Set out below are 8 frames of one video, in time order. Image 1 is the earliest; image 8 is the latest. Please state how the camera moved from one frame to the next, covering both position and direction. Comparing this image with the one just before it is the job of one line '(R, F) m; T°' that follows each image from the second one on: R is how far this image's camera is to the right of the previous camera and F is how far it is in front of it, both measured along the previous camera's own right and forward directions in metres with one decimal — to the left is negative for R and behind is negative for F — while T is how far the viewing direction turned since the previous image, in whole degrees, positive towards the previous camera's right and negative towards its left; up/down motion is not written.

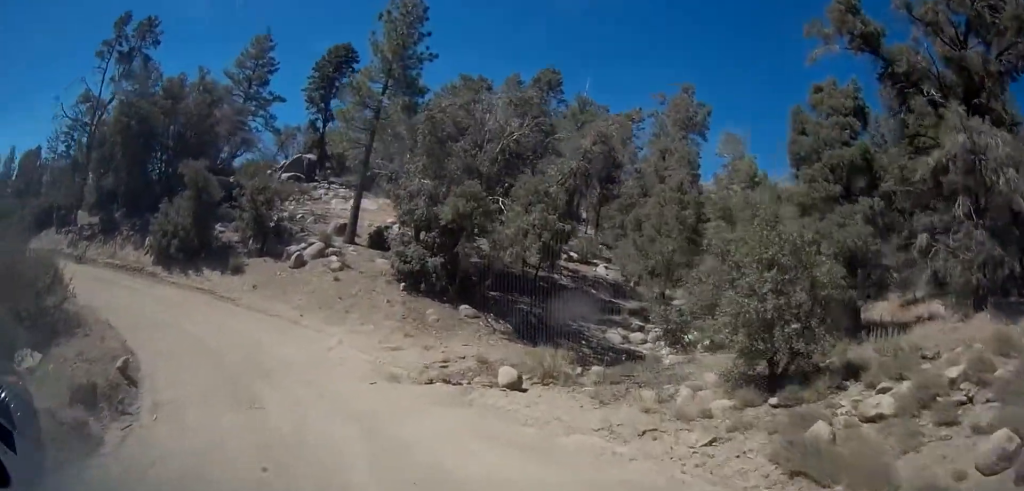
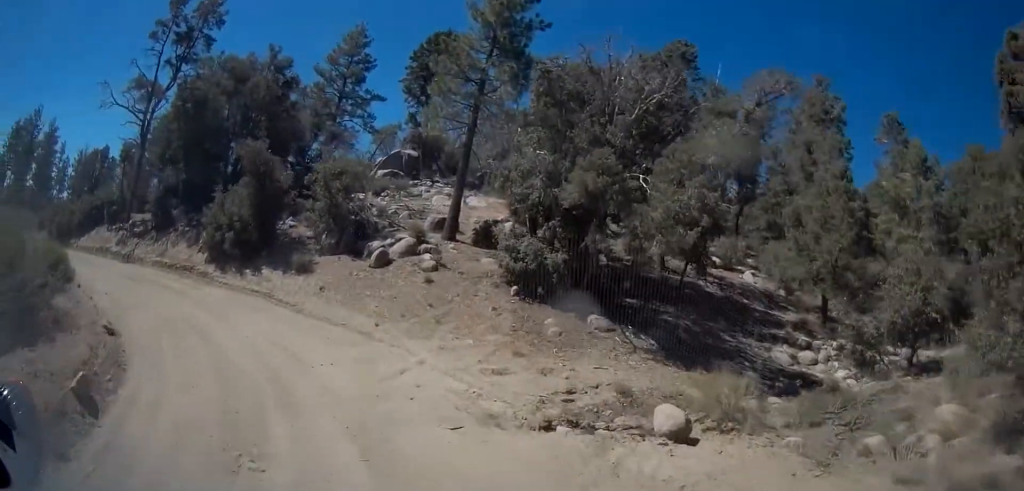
(-0.2, +3.9) m; -13°
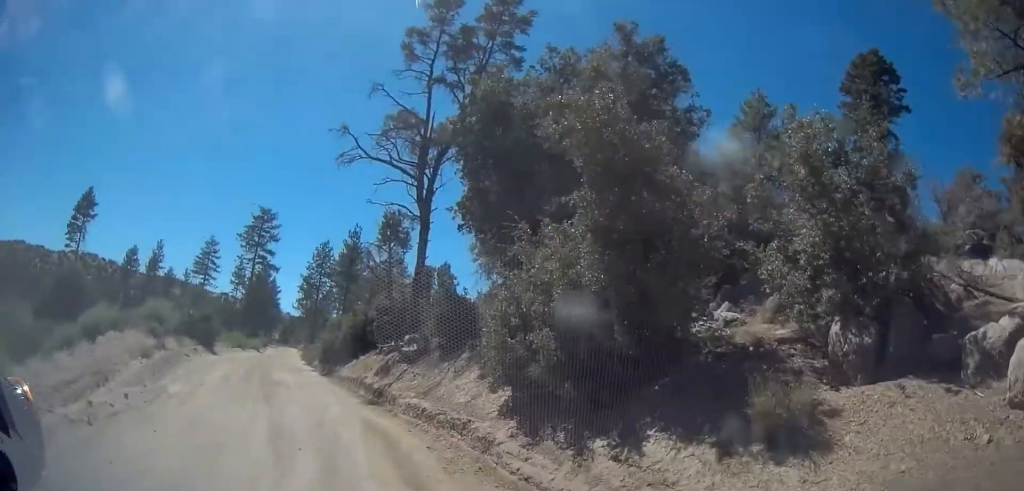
(-4.9, +11.2) m; -40°
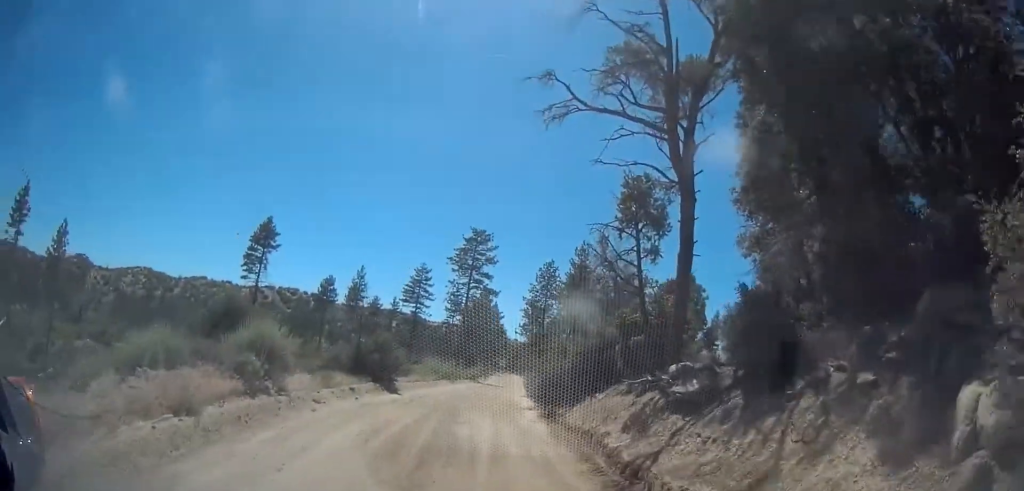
(-1.0, +6.4) m; -18°
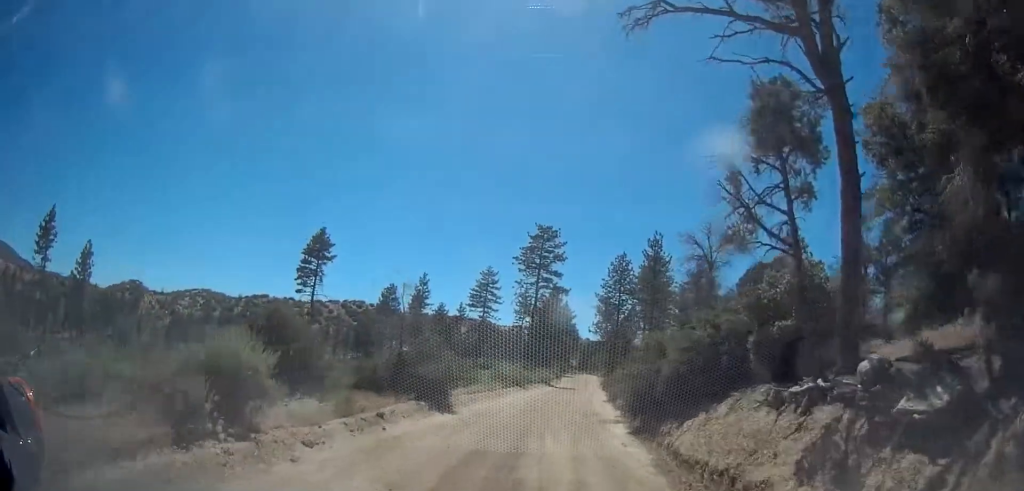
(-0.4, +4.2) m; -7°
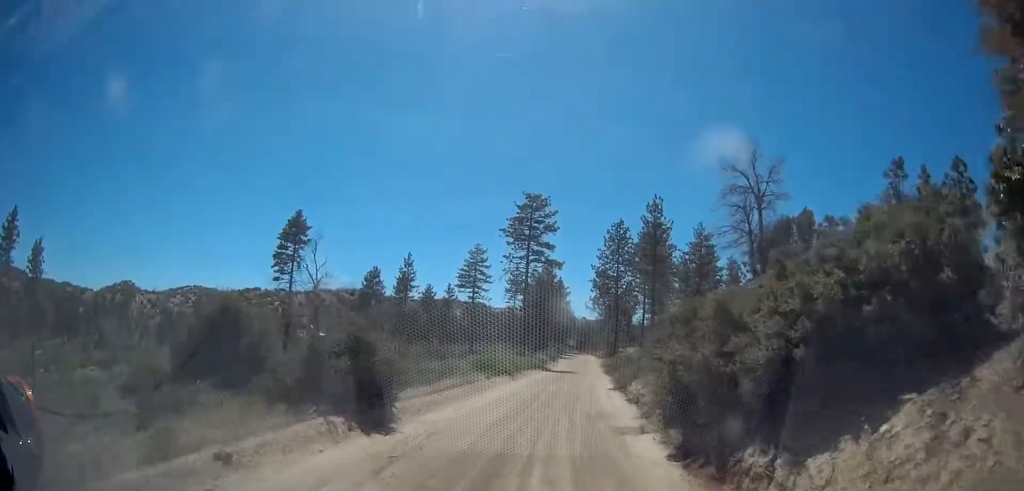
(-0.3, +6.1) m; 0°
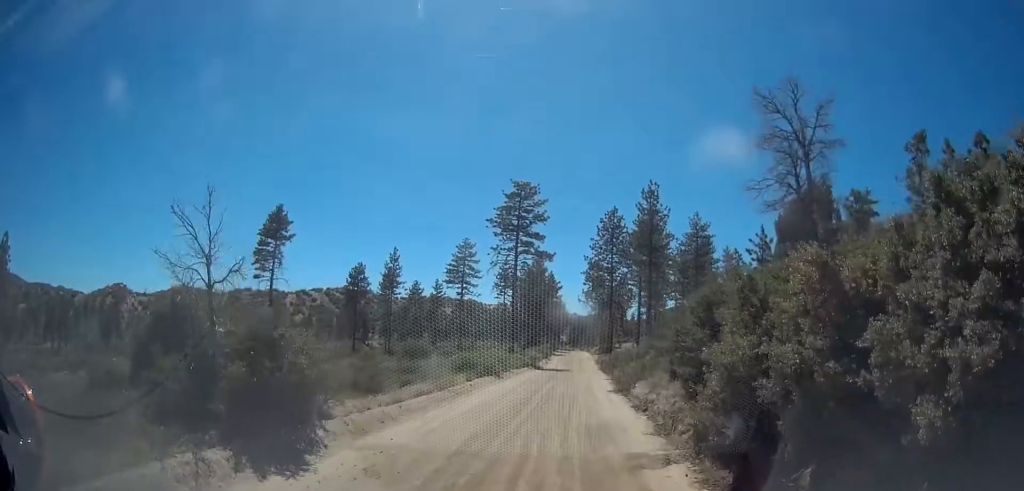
(0.0, +3.8) m; +3°
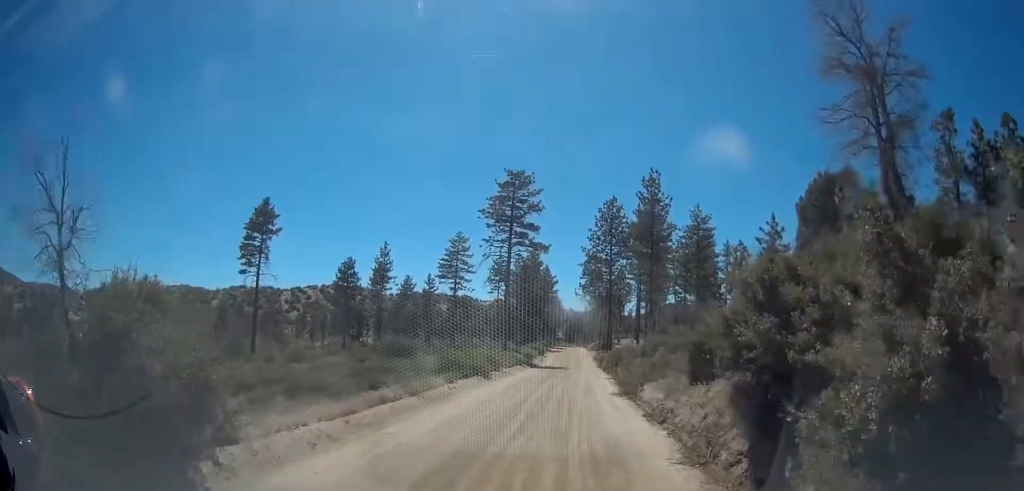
(+0.2, +3.3) m; +2°
